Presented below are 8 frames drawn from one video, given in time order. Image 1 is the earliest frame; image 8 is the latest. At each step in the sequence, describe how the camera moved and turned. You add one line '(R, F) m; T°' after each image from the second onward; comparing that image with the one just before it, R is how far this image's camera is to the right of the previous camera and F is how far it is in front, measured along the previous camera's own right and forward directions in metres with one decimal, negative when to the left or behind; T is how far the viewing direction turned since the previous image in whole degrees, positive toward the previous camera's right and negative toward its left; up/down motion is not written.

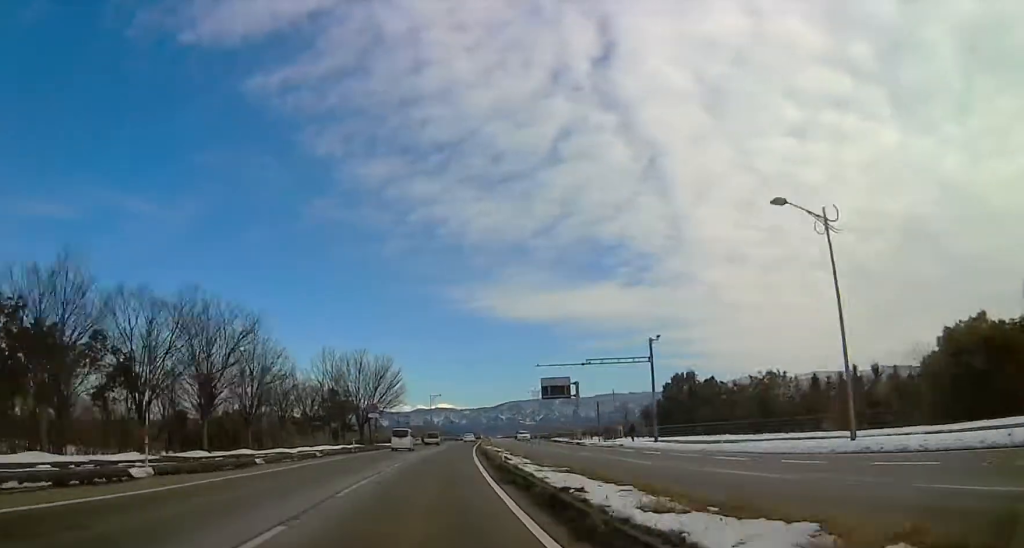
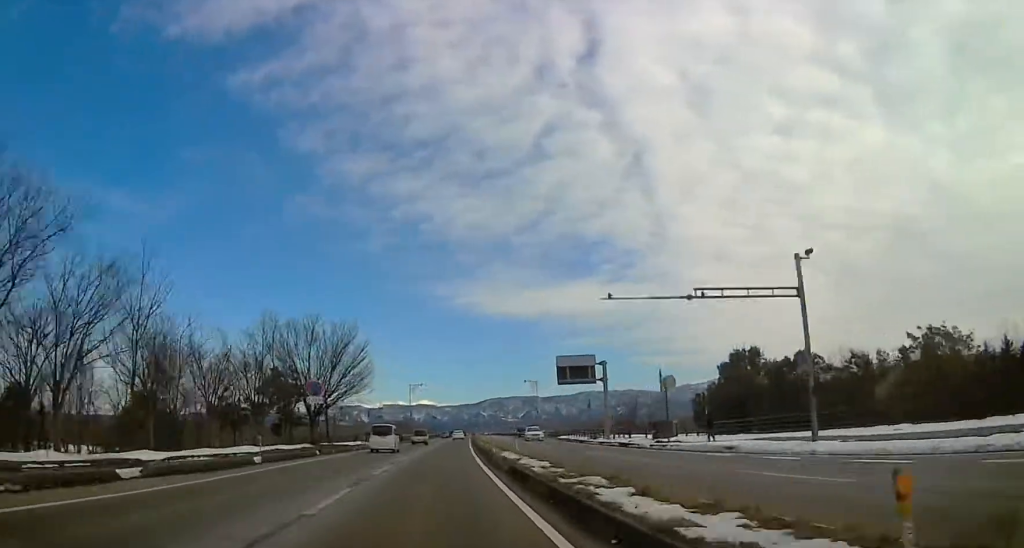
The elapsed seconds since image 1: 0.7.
(0.0, +23.5) m; 0°
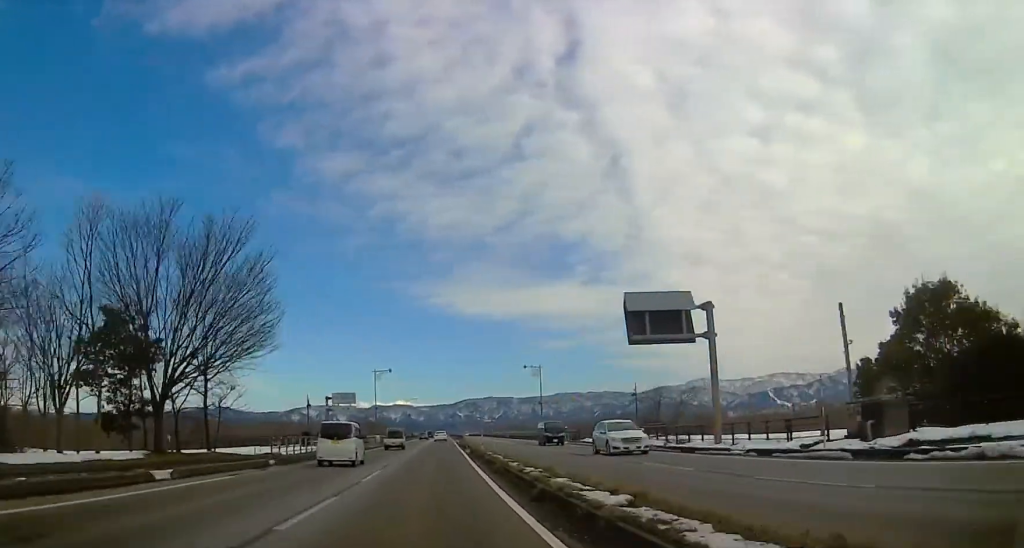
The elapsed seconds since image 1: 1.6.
(0.0, +31.8) m; 0°
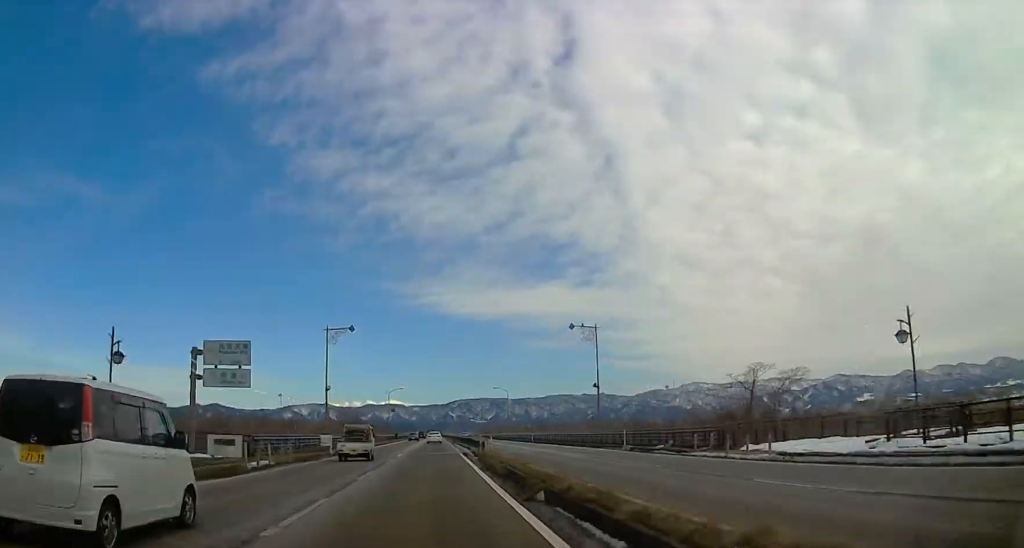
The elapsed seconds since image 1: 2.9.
(0.0, +40.8) m; +2°
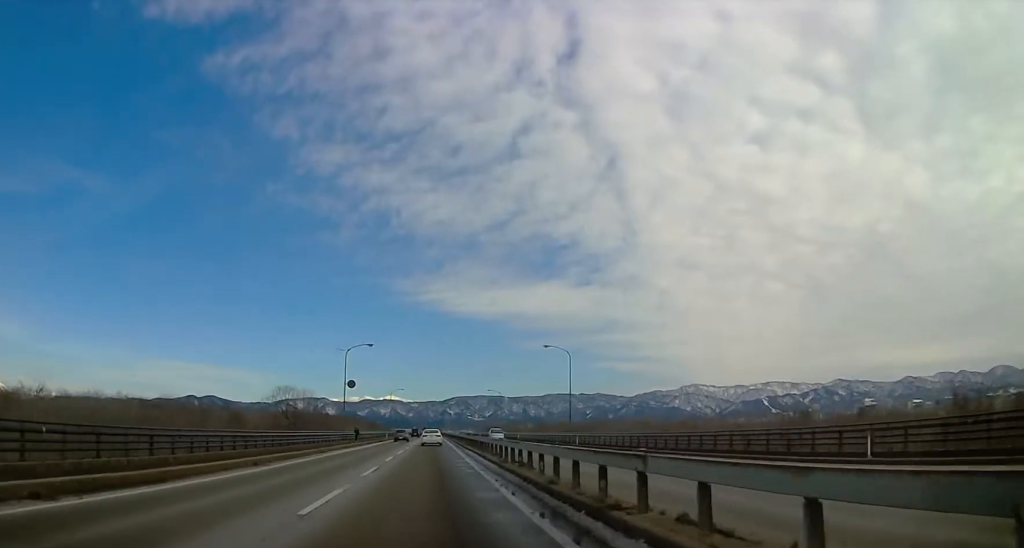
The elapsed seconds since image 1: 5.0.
(+2.7, +66.4) m; +2°
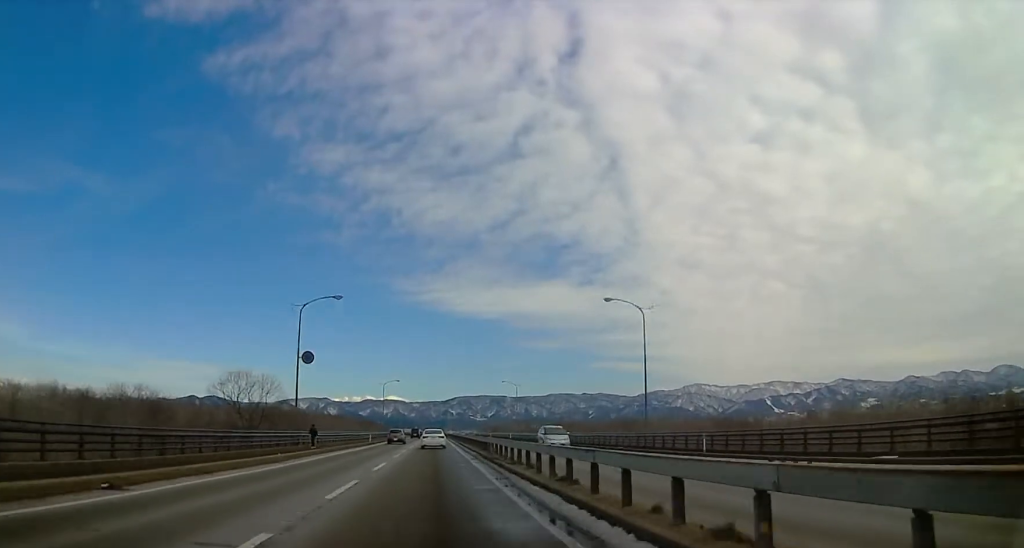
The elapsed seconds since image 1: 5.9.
(0.0, +26.4) m; 0°
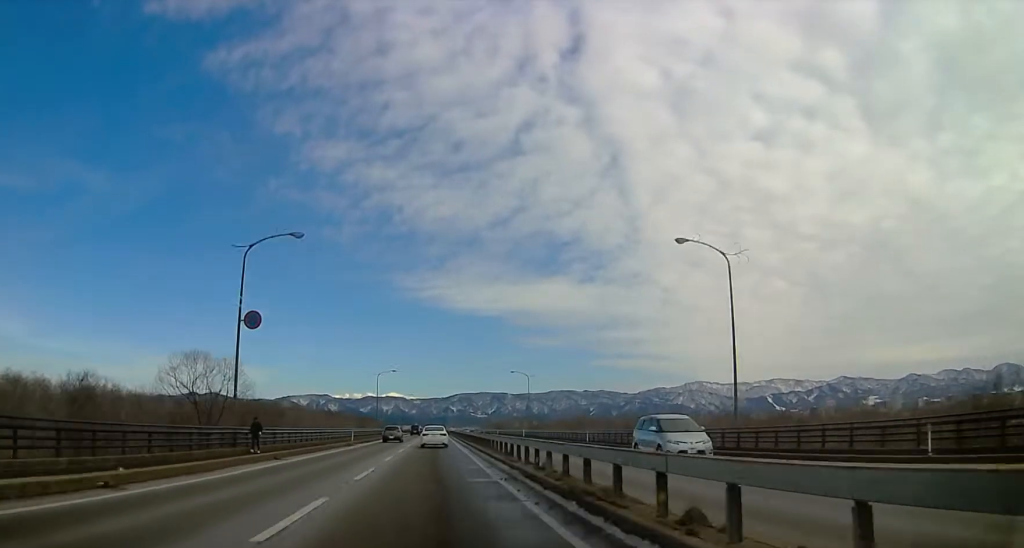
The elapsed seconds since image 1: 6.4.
(0.0, +14.9) m; 0°
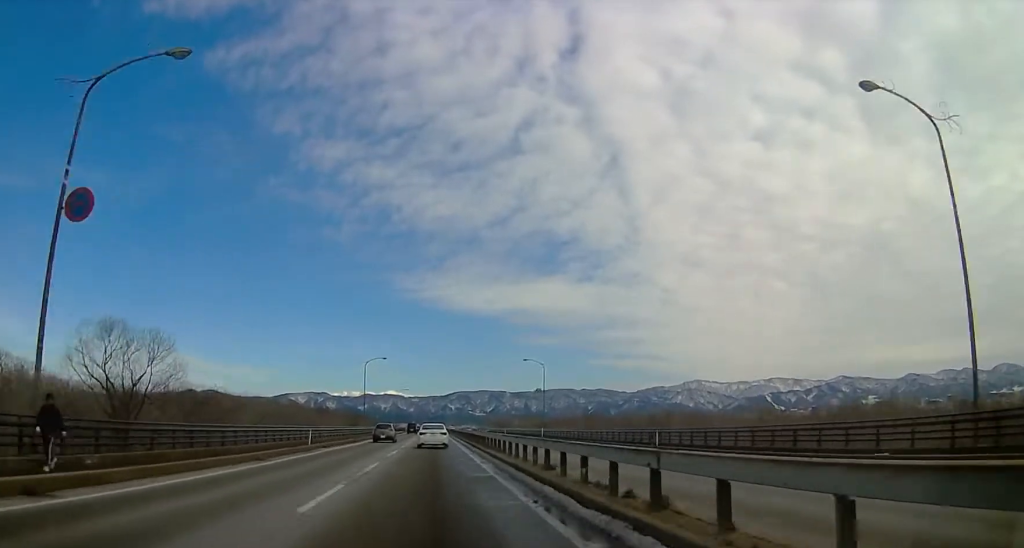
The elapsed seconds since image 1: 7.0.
(0.0, +18.0) m; 0°
